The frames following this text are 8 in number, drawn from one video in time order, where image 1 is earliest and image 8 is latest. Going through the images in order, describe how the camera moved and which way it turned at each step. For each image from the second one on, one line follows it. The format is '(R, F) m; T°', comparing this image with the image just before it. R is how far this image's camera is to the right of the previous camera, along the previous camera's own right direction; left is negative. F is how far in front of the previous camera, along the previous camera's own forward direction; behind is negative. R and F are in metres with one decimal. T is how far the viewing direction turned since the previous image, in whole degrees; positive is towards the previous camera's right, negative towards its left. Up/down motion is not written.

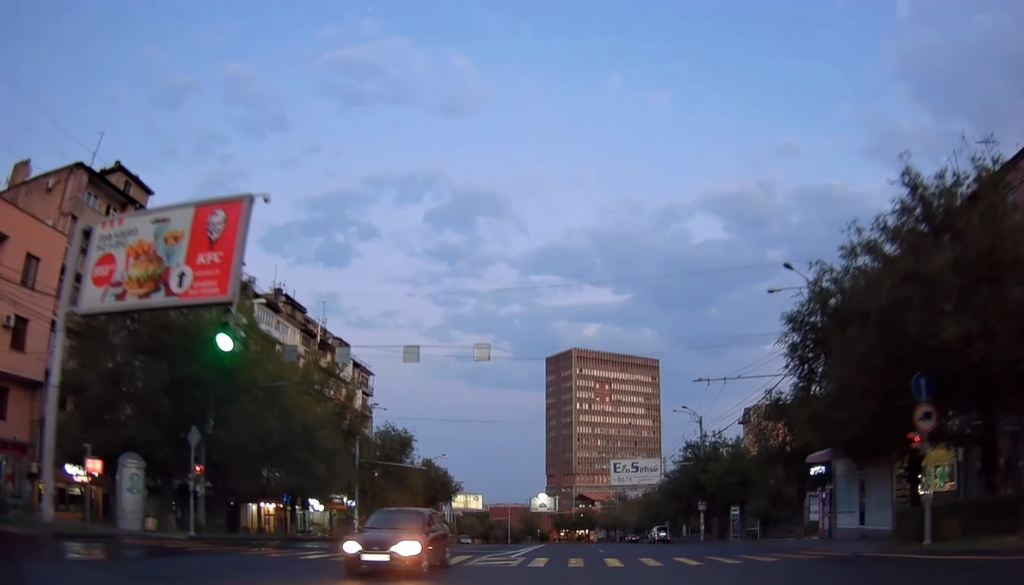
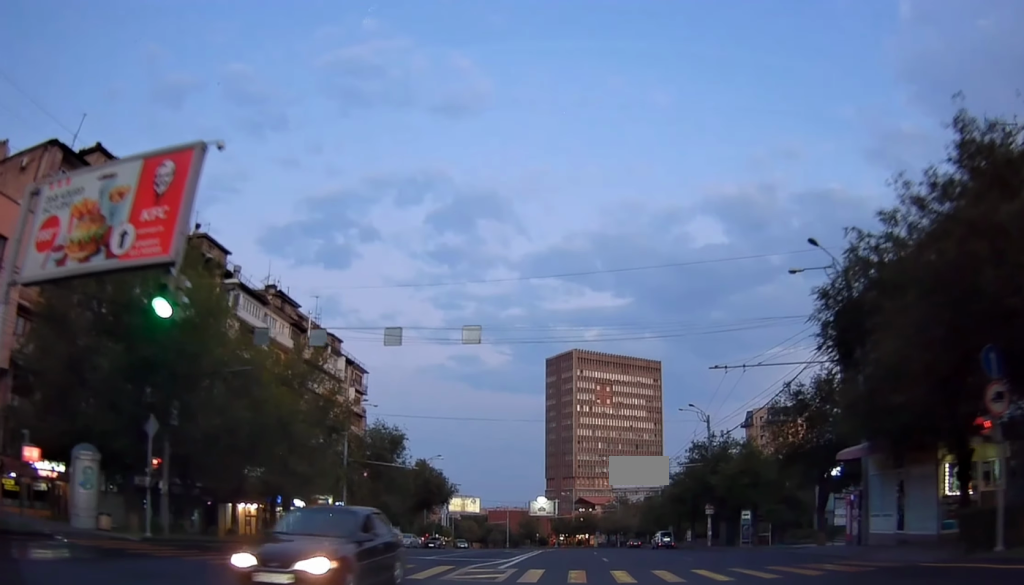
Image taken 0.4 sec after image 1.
(-0.2, +3.0) m; 0°
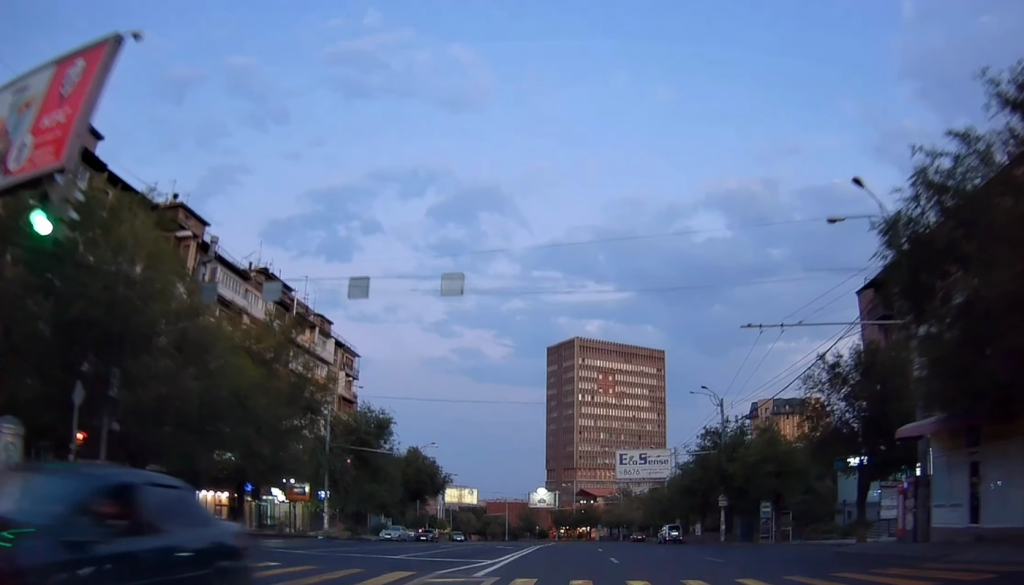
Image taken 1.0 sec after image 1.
(+0.3, +5.1) m; 0°
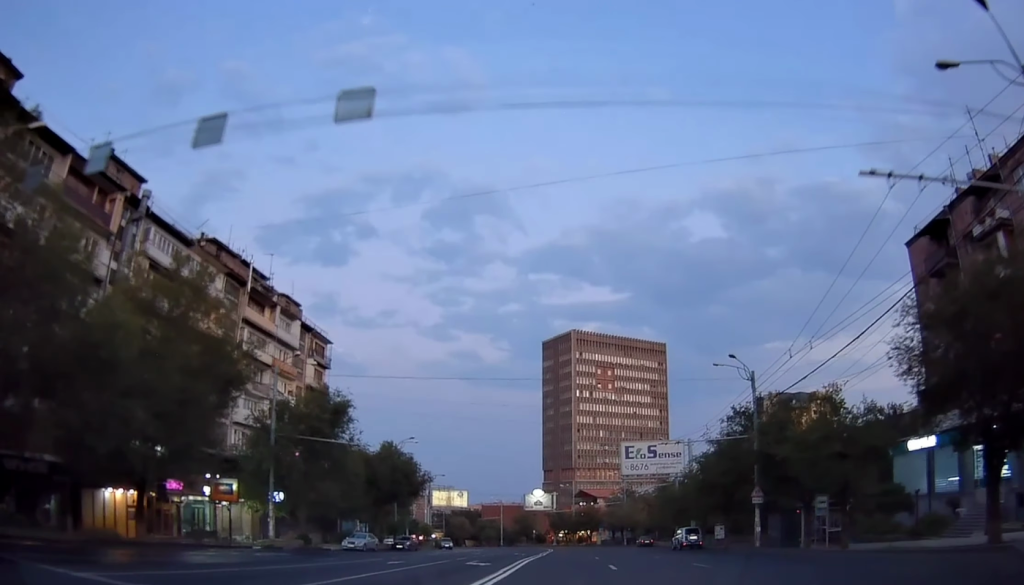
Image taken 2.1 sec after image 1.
(-0.2, +9.7) m; -1°
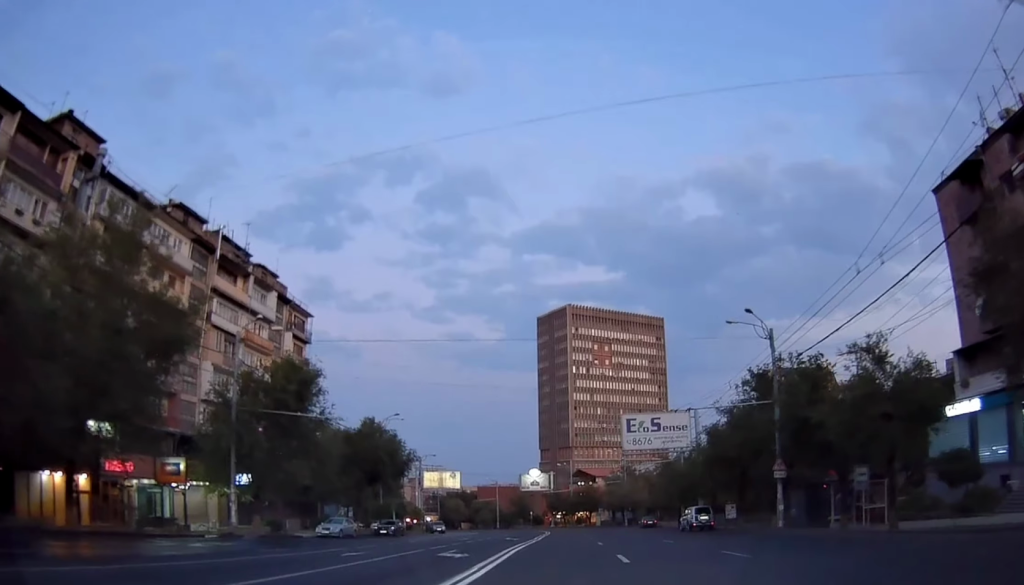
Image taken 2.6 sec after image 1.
(-0.1, +5.0) m; 0°
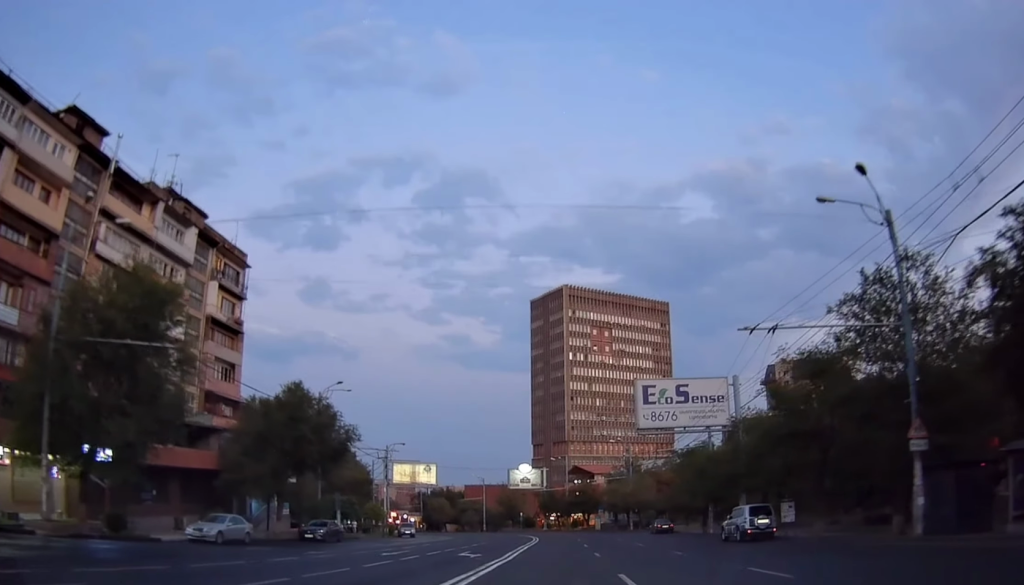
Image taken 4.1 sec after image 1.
(0.0, +15.9) m; 0°
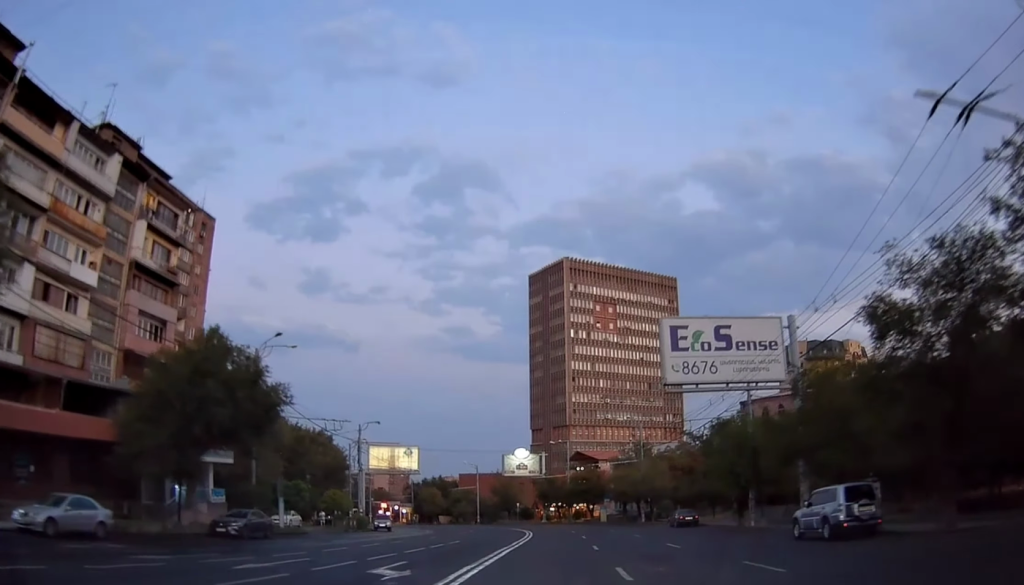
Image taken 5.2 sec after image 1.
(+0.2, +11.7) m; 0°
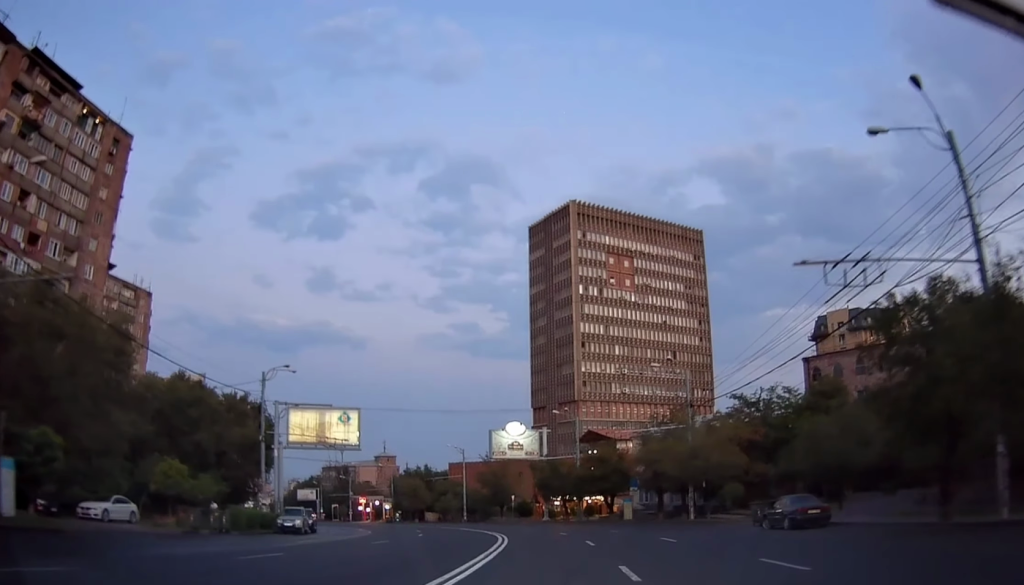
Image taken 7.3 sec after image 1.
(+0.1, +25.9) m; 0°
